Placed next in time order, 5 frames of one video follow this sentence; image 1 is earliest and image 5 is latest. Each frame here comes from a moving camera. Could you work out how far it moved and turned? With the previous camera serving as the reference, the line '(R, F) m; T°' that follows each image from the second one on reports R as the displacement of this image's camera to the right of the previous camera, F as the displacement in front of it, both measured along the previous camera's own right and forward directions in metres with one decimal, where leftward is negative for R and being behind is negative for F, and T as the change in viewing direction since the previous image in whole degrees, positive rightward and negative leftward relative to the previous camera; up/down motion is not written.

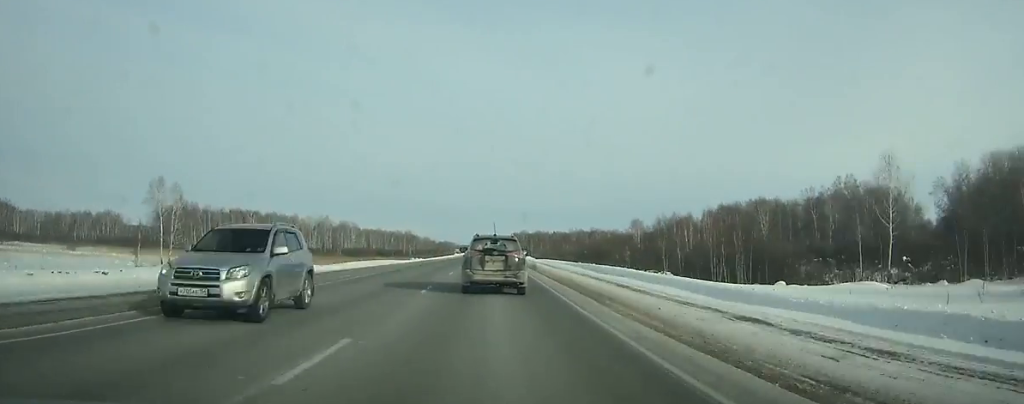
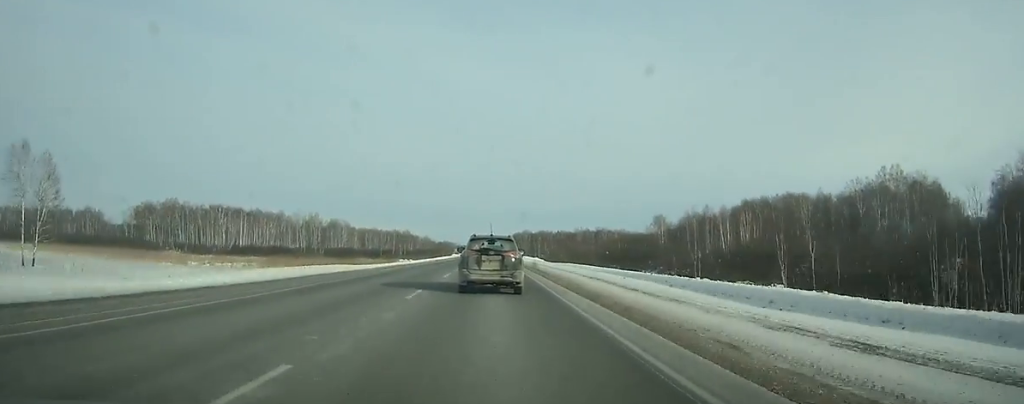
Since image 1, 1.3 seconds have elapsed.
(0.0, +26.3) m; 0°
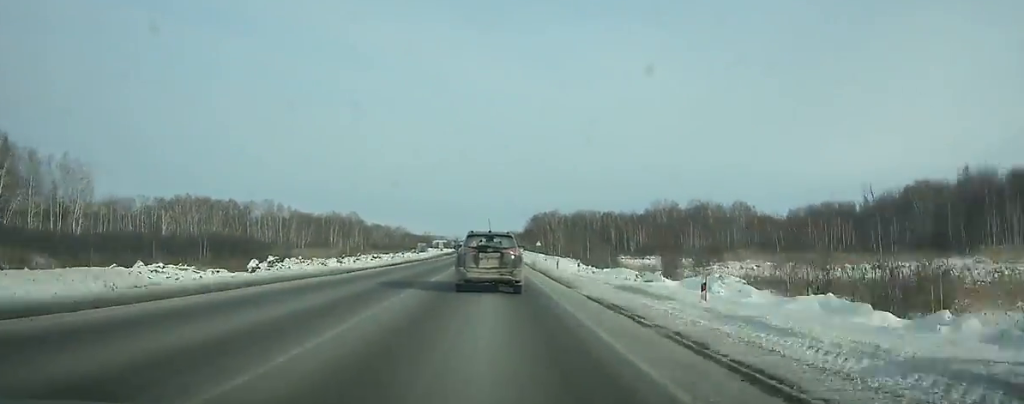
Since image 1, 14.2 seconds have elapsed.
(-0.8, +258.3) m; 0°
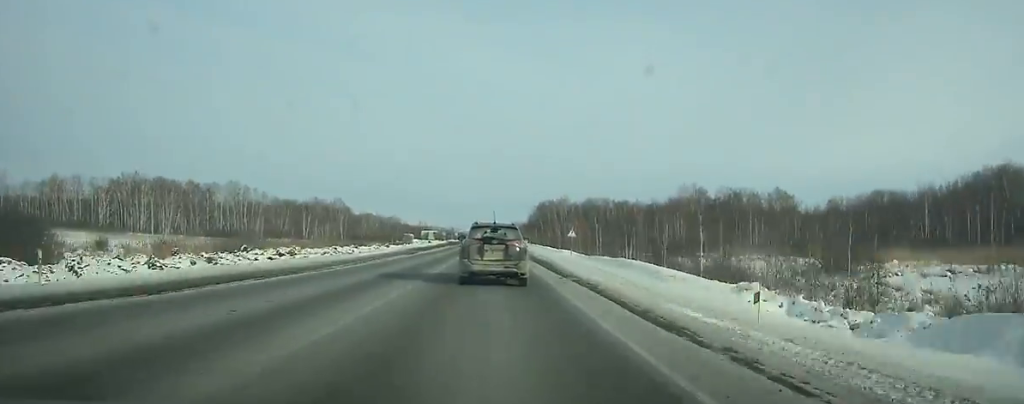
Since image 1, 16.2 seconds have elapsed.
(-0.1, +39.3) m; 0°
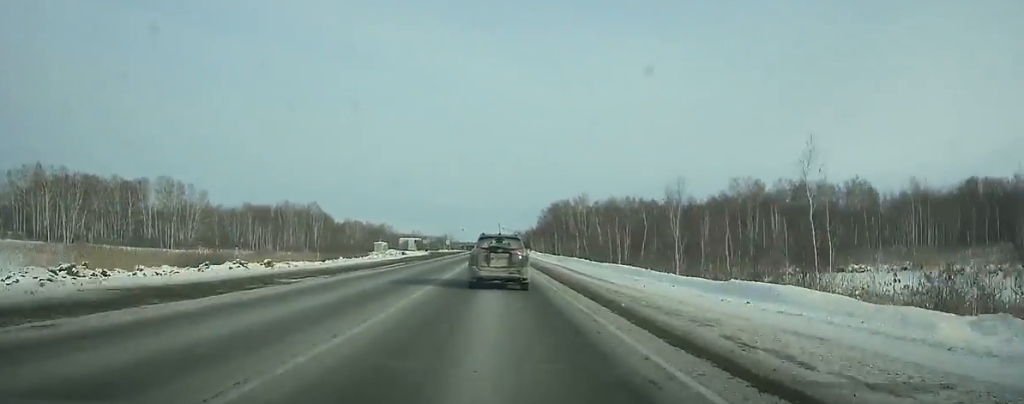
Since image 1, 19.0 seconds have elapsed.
(0.0, +54.5) m; 0°
